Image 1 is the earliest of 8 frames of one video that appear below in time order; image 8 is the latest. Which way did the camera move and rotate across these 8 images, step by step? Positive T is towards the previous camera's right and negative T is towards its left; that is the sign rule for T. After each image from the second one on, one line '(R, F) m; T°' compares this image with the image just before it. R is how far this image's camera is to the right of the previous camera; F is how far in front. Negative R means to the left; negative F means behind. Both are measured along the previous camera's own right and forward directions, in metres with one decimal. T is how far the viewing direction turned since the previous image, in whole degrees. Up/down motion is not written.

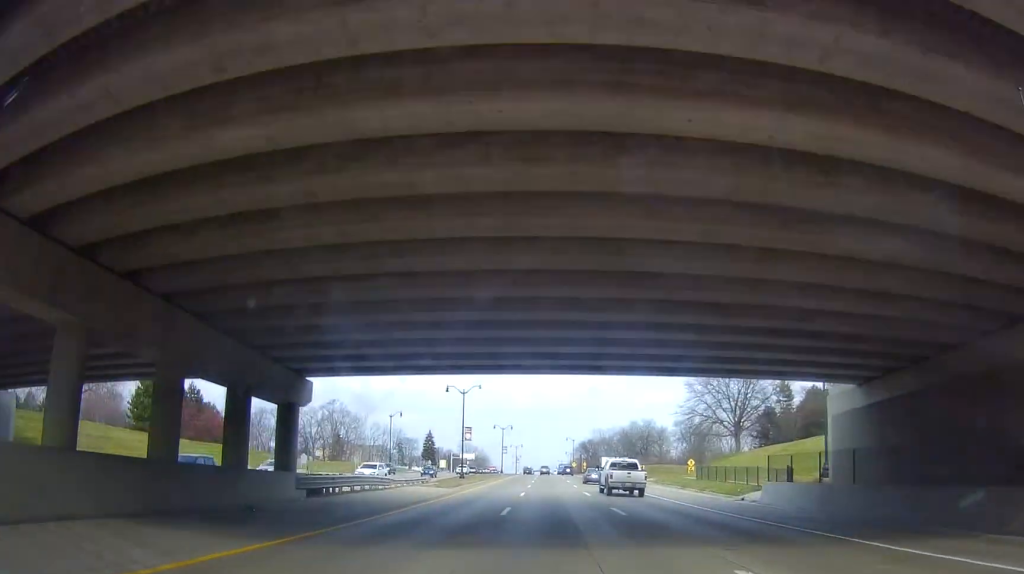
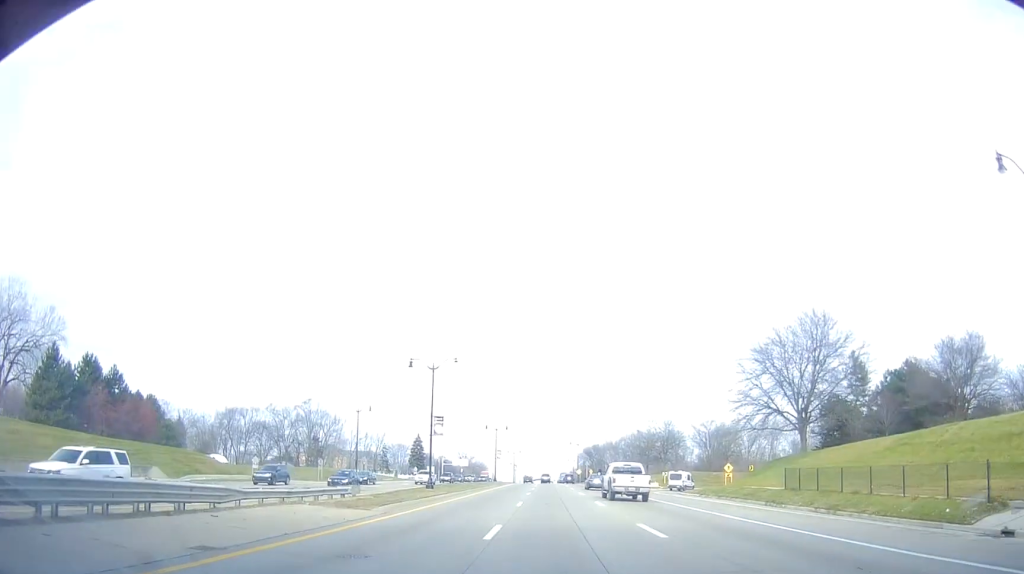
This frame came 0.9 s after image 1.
(+0.3, +21.7) m; +1°
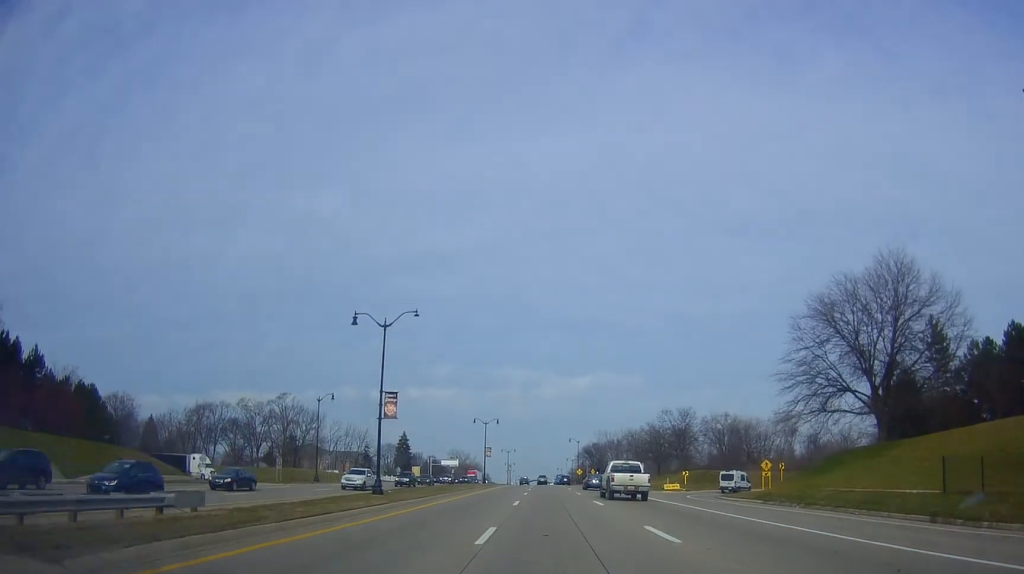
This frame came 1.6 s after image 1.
(0.0, +16.1) m; -1°
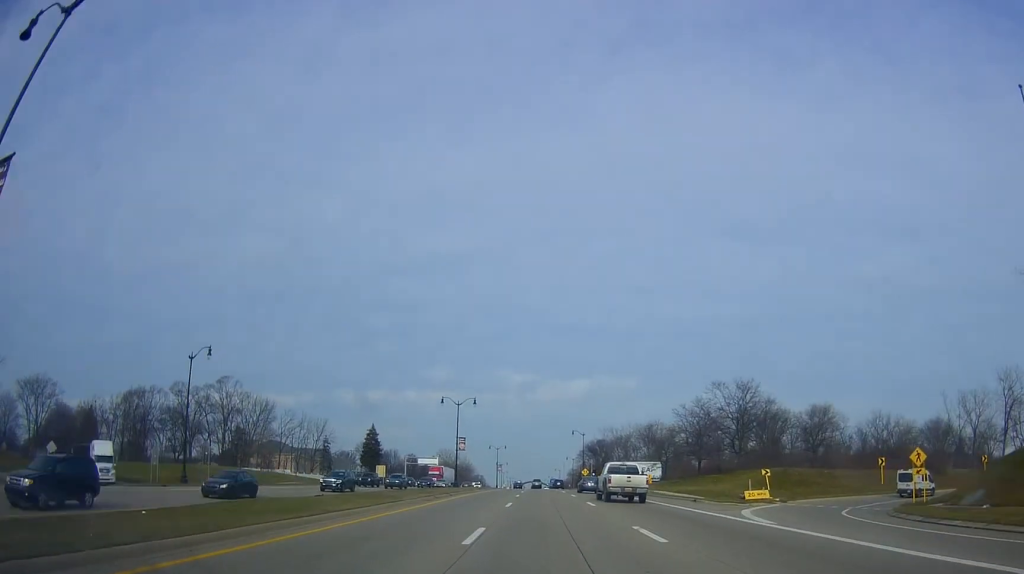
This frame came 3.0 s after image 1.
(-0.8, +31.0) m; -2°
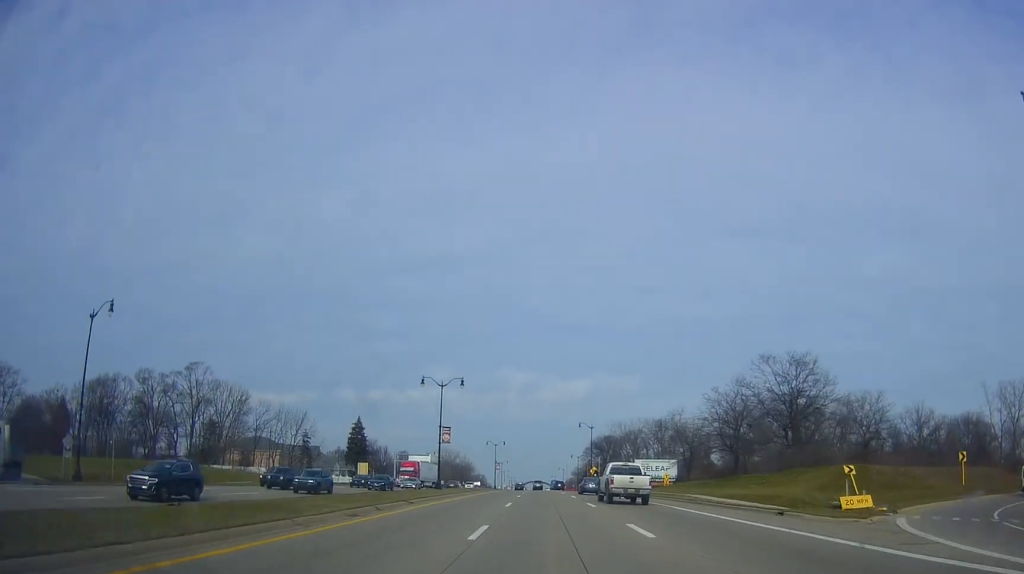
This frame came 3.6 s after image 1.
(+0.1, +14.2) m; +1°
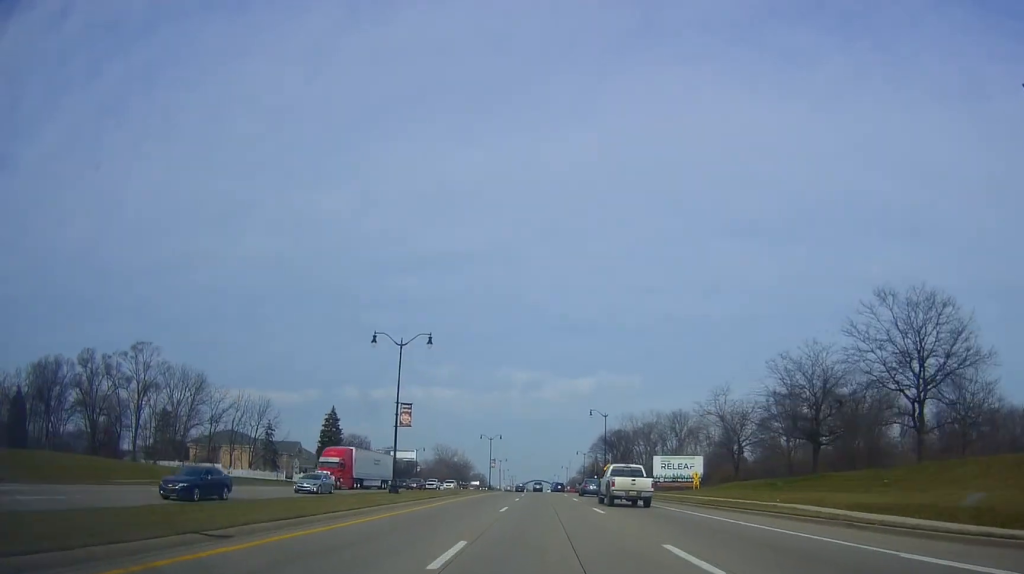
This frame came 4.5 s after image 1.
(+0.3, +19.4) m; +1°
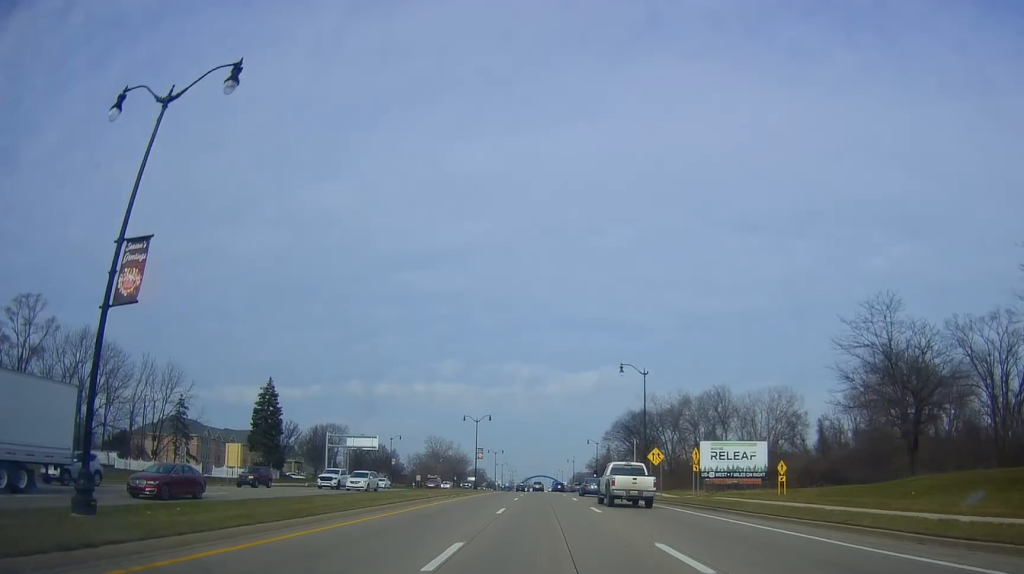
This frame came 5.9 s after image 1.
(-0.5, +31.1) m; -1°
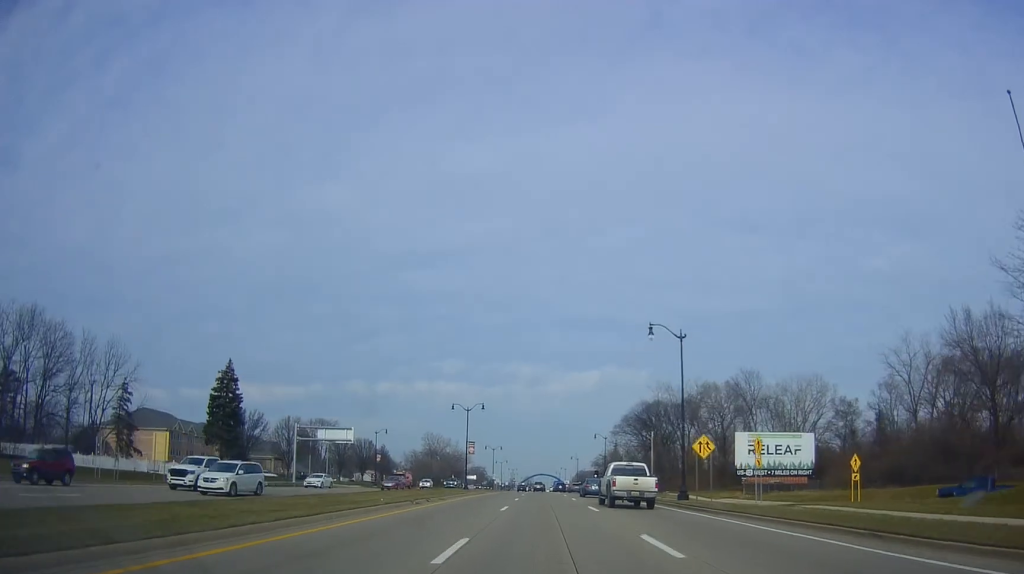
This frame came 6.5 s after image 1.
(+0.2, +13.8) m; 0°
